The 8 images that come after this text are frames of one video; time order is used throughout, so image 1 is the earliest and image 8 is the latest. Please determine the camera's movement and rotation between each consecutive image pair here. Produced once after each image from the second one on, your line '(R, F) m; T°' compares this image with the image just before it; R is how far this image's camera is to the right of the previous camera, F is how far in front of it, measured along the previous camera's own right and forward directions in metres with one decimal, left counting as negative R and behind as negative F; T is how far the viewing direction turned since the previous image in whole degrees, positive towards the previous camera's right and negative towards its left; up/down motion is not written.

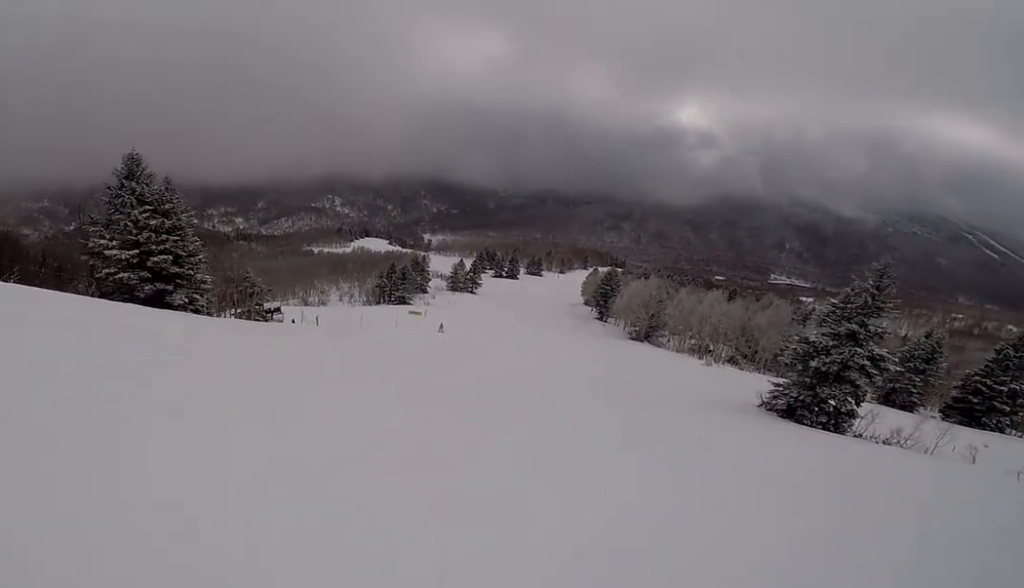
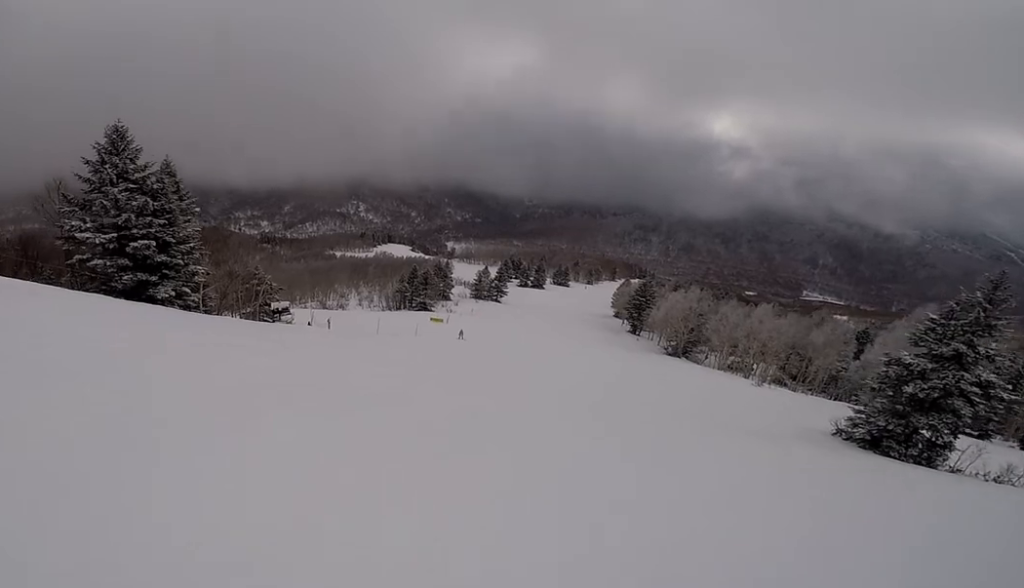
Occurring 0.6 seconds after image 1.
(-0.7, +3.6) m; -6°
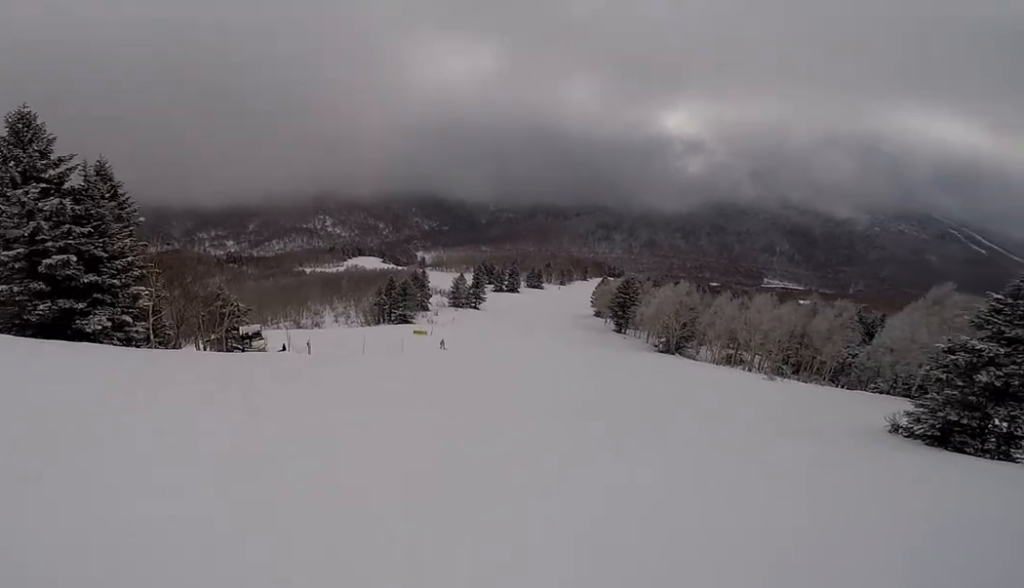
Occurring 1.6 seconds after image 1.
(-0.4, +5.4) m; +7°
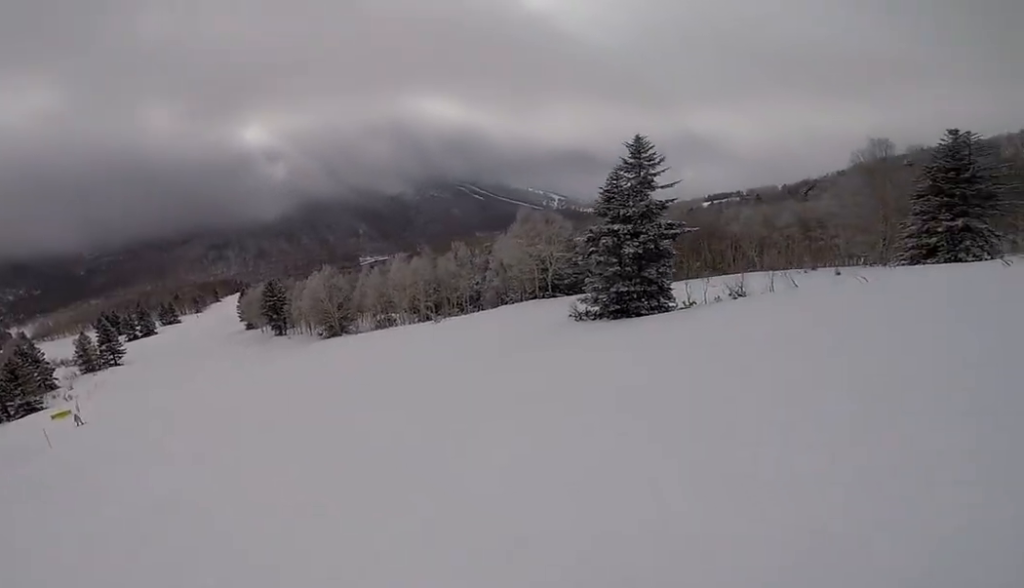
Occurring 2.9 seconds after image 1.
(+2.1, +7.6) m; +31°
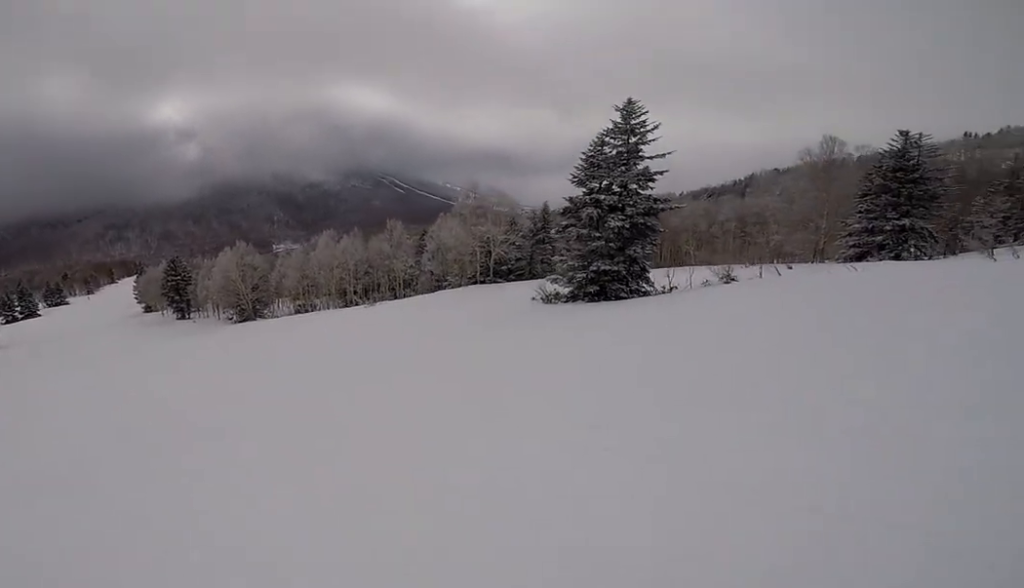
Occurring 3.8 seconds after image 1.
(+0.9, +5.3) m; +5°
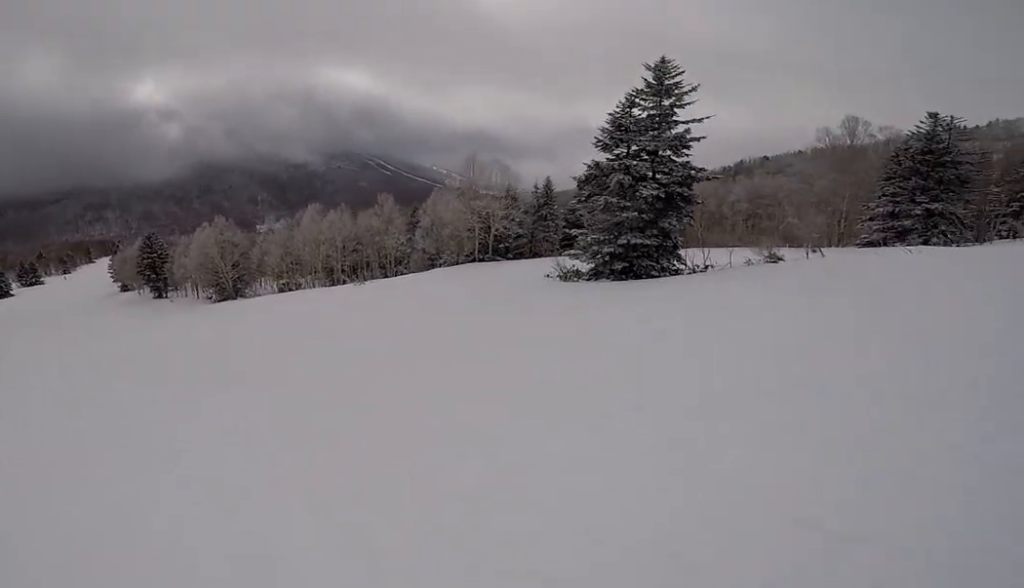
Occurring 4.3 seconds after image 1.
(+0.4, +3.3) m; -2°
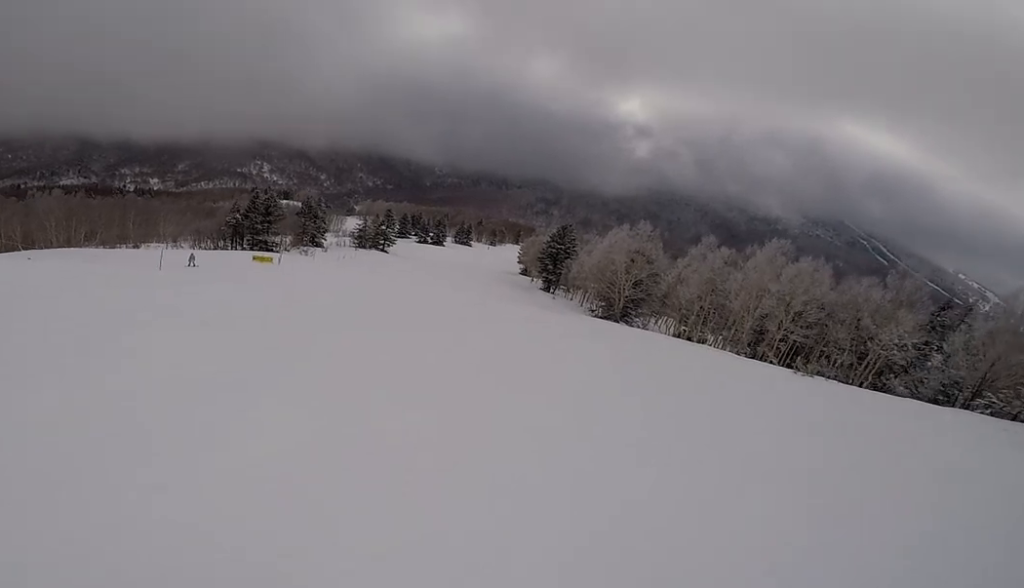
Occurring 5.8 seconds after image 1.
(-3.0, +10.6) m; -25°
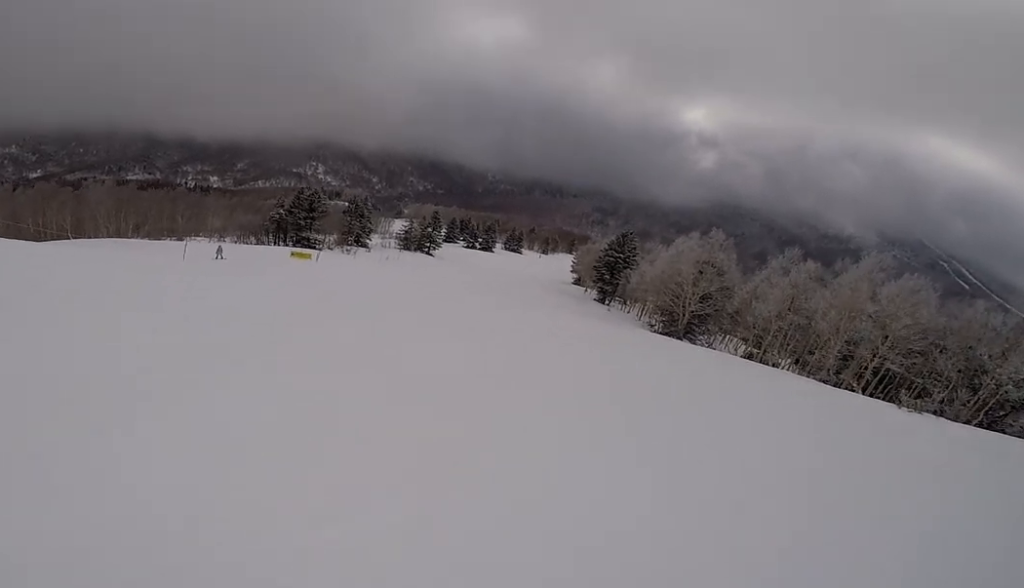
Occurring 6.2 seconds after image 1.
(0.0, +3.1) m; -5°
